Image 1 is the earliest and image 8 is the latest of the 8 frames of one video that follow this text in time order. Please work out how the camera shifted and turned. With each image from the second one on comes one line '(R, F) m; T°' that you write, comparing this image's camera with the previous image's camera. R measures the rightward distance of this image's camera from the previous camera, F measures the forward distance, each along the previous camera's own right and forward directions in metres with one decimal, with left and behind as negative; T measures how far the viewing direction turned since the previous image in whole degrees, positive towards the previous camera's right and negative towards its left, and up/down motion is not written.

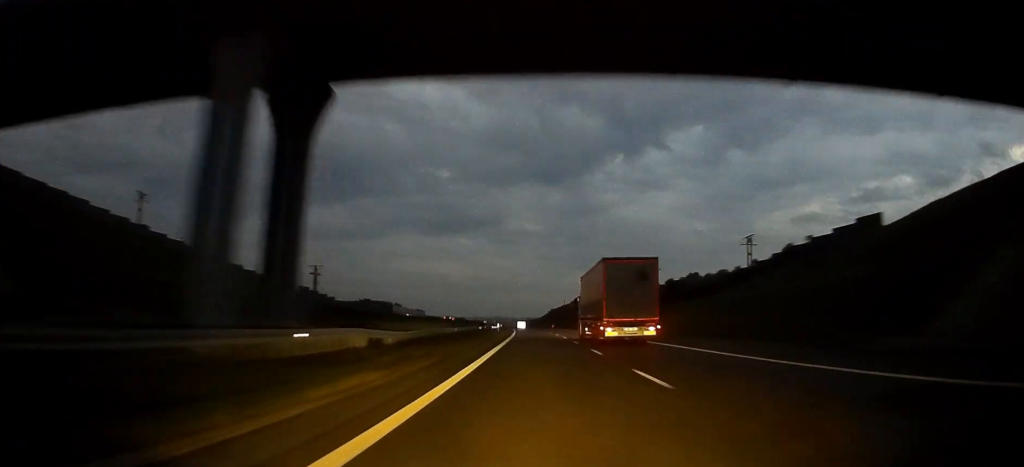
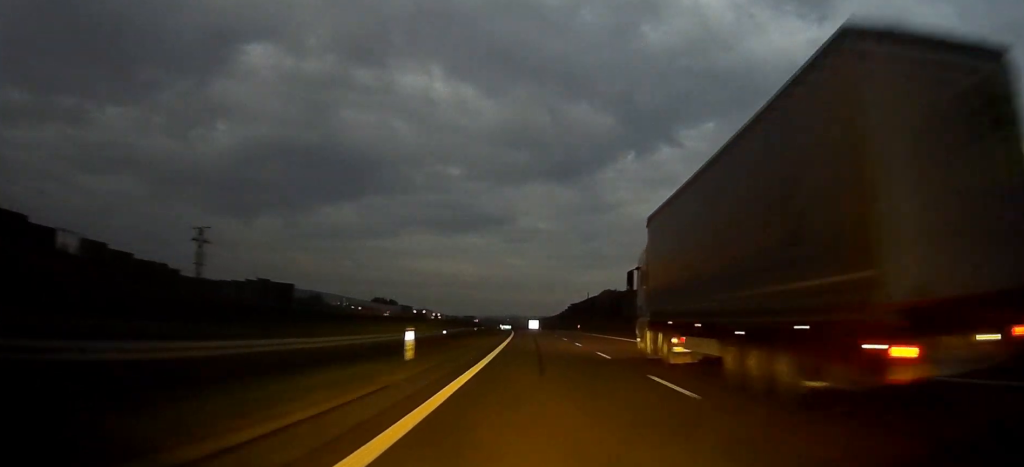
(-0.6, +61.7) m; -1°
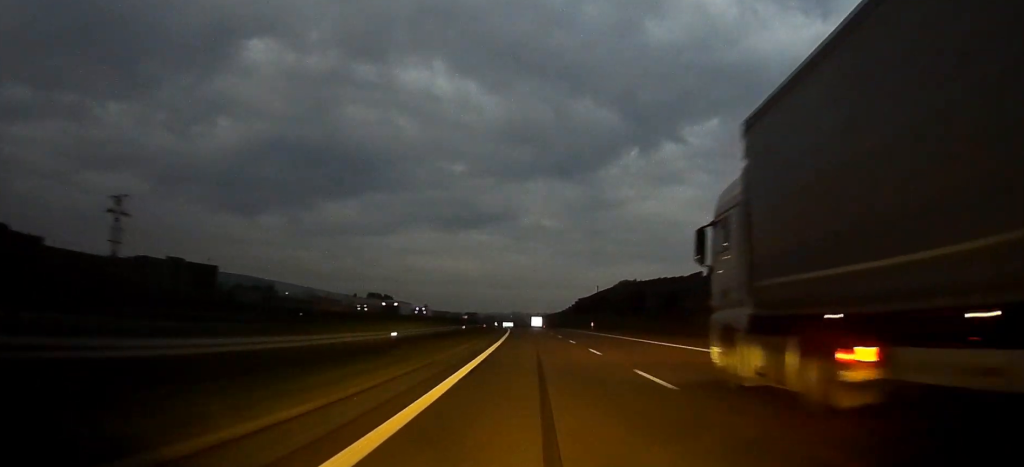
(0.0, +22.7) m; 0°
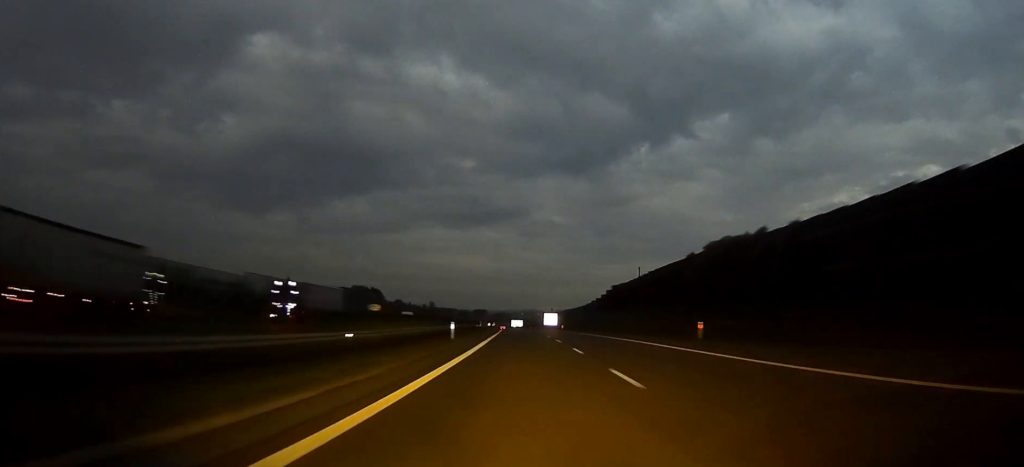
(-0.9, +59.3) m; -1°
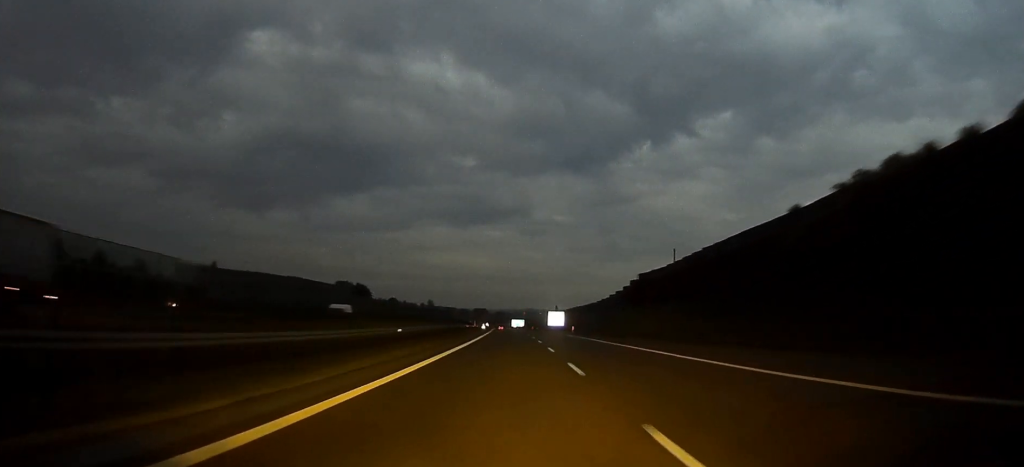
(-0.1, +32.6) m; 0°
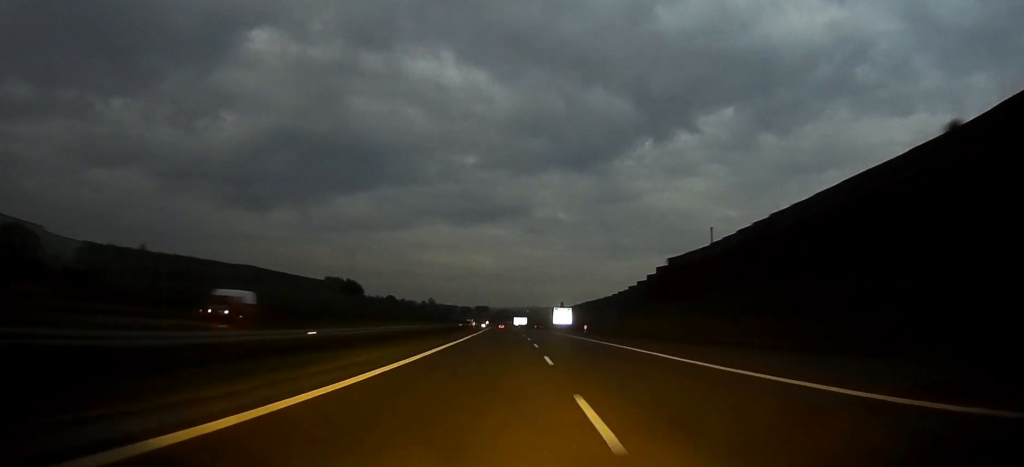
(0.0, +20.7) m; 0°
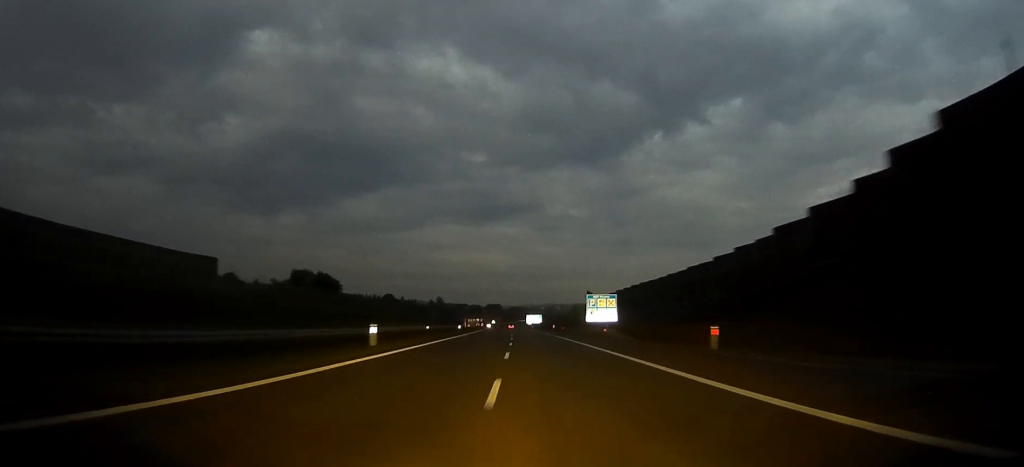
(-0.7, +56.7) m; -1°
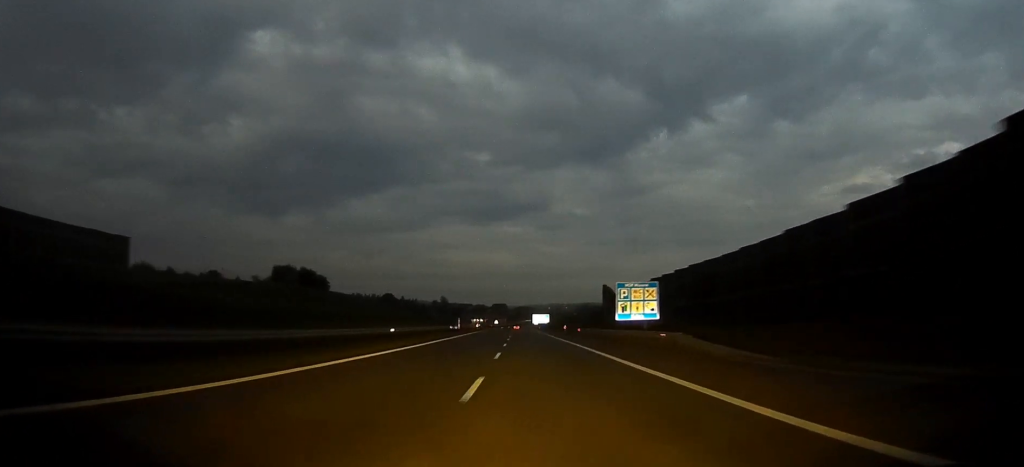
(0.0, +23.1) m; 0°
